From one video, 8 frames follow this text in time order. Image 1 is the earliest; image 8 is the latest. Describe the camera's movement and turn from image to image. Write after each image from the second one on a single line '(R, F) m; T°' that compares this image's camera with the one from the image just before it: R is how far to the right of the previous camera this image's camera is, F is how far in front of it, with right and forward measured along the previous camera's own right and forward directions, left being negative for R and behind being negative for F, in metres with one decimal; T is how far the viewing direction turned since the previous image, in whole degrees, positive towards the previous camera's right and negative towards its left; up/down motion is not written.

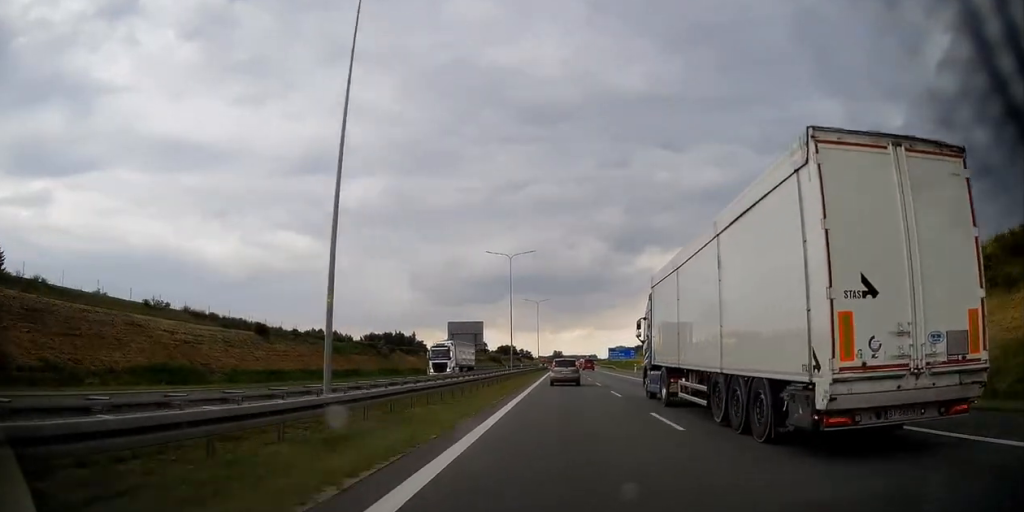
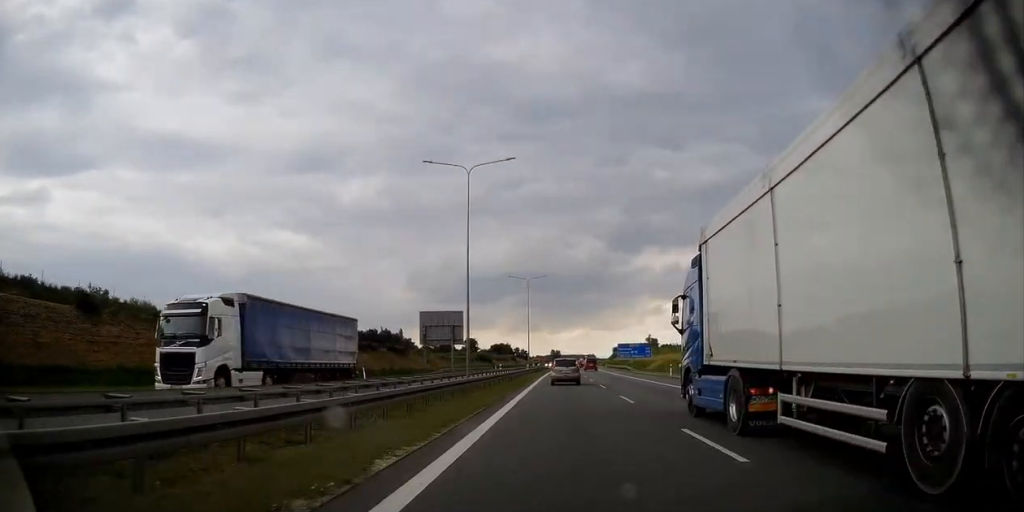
(-0.2, +27.7) m; 0°
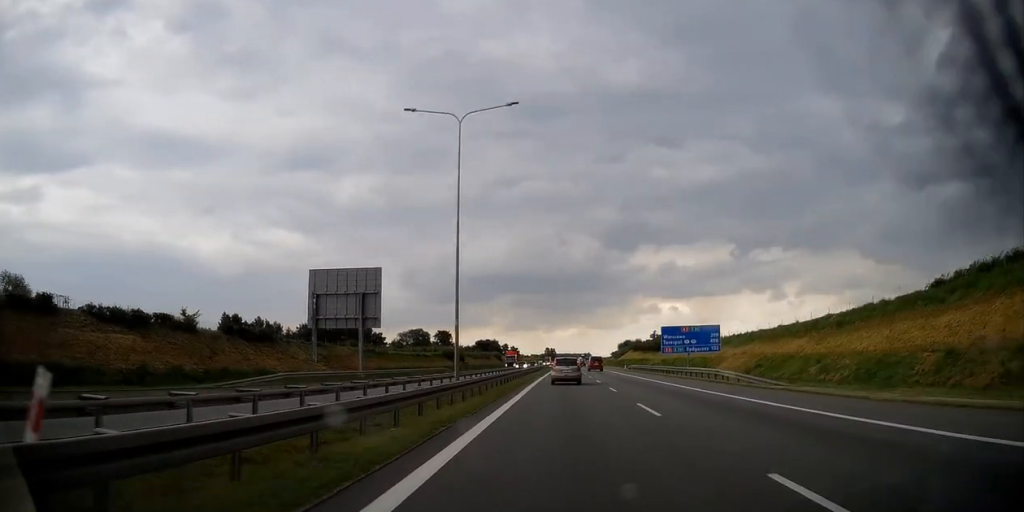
(+0.8, +52.5) m; +1°
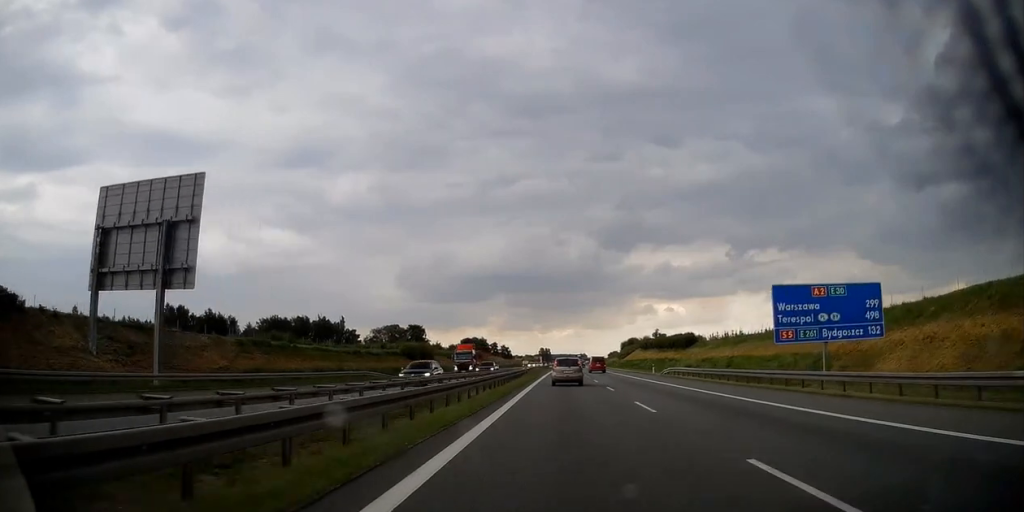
(-0.4, +34.9) m; 0°
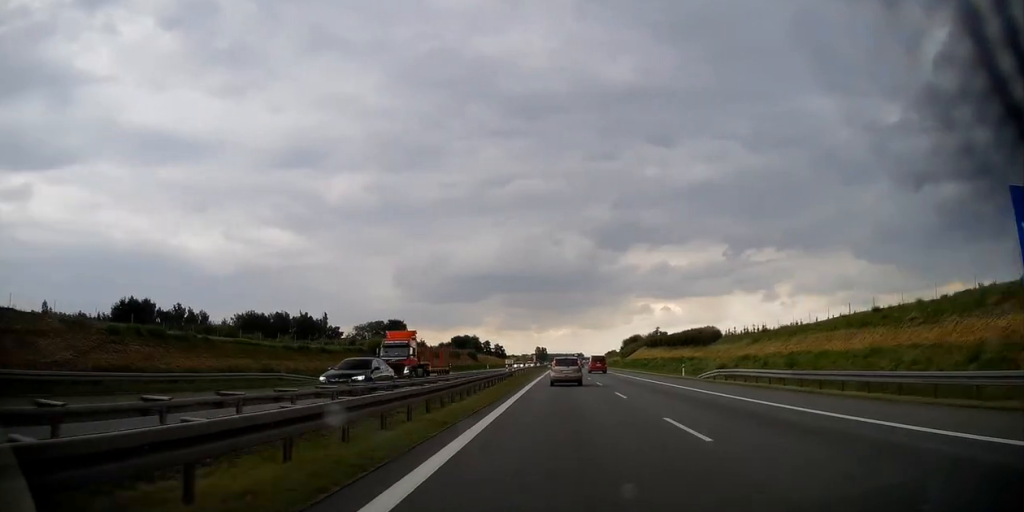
(+0.3, +18.0) m; 0°
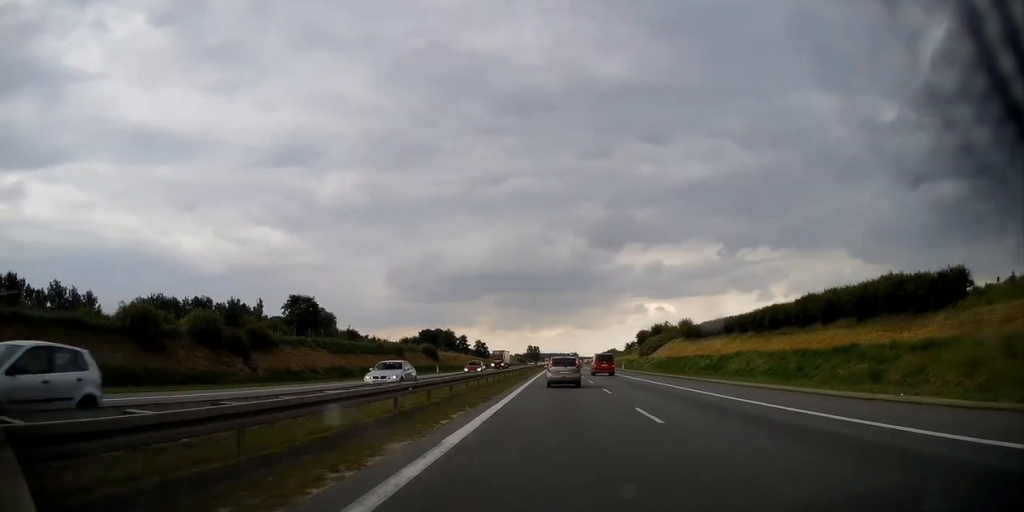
(-0.1, +57.1) m; +1°
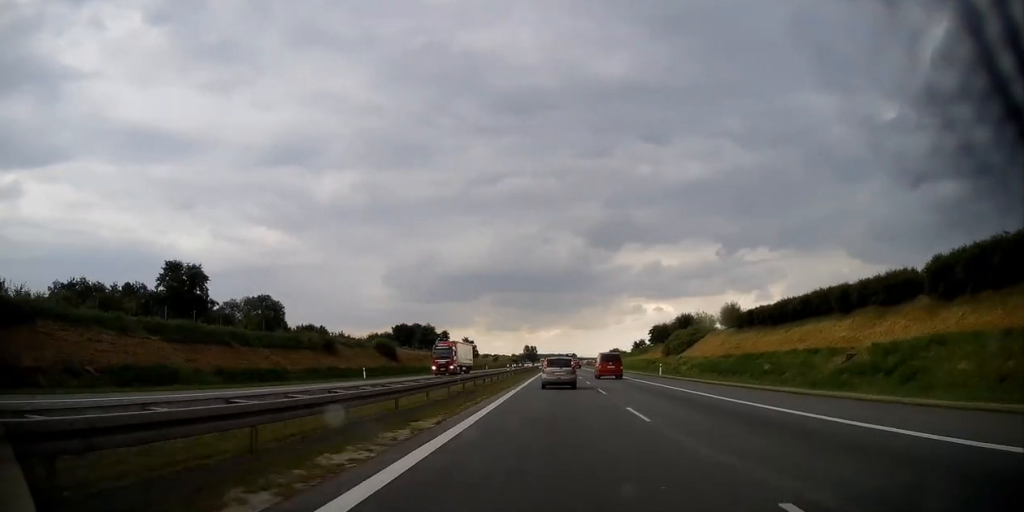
(+0.6, +35.6) m; +1°
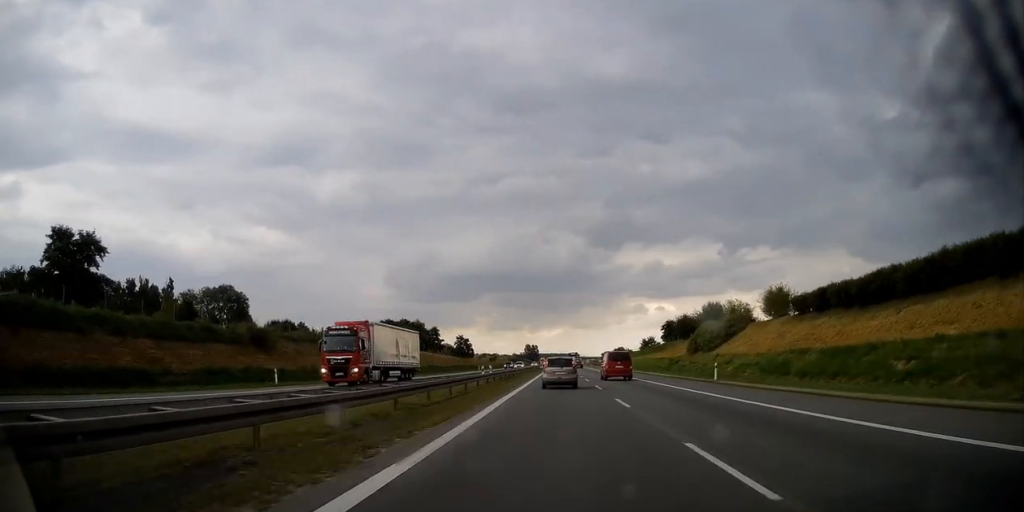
(+0.2, +20.0) m; 0°
